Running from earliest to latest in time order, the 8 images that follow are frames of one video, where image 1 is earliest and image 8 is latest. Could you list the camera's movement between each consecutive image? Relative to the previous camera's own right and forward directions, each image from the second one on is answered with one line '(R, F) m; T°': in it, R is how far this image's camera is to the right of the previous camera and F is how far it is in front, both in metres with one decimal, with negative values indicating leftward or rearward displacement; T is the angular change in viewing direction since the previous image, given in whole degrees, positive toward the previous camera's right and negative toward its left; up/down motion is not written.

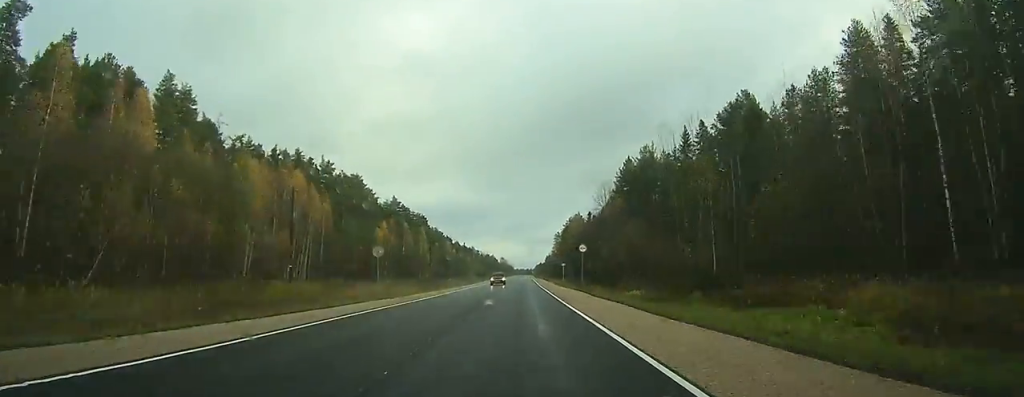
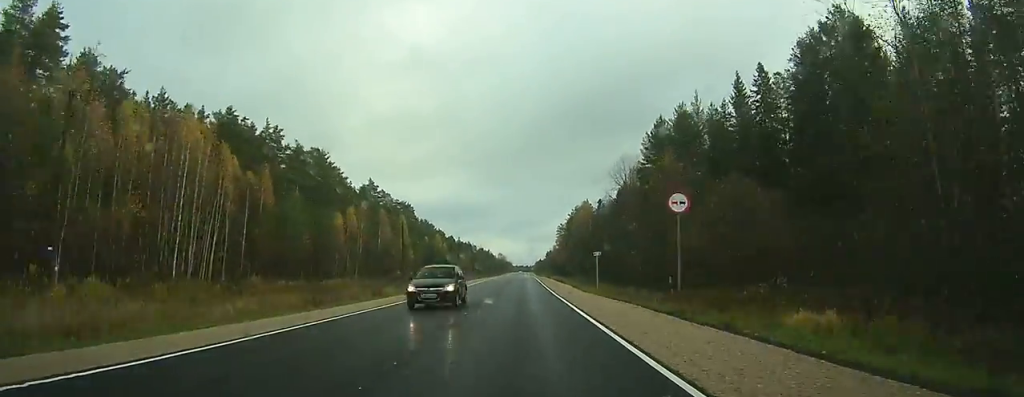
(+0.2, +30.0) m; 0°
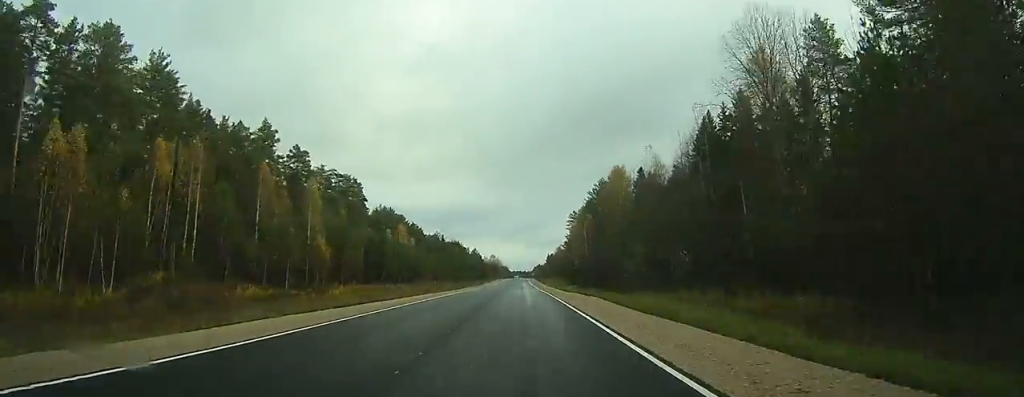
(+0.3, +70.9) m; 0°
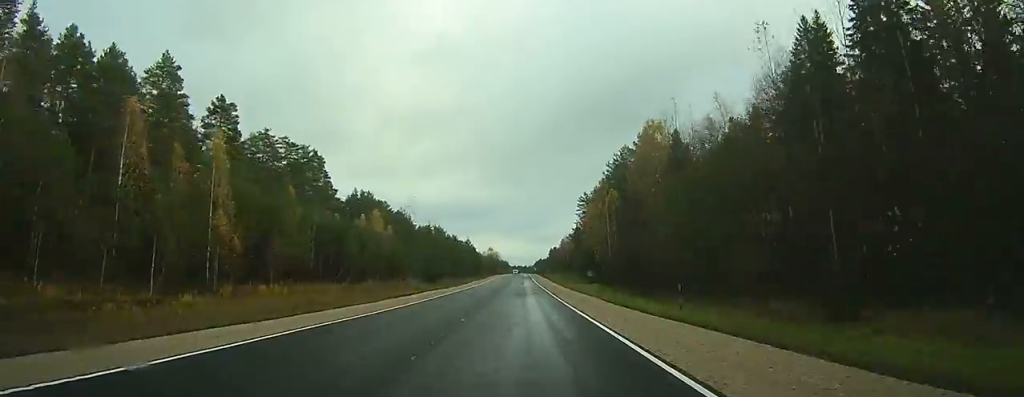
(0.0, +31.6) m; 0°
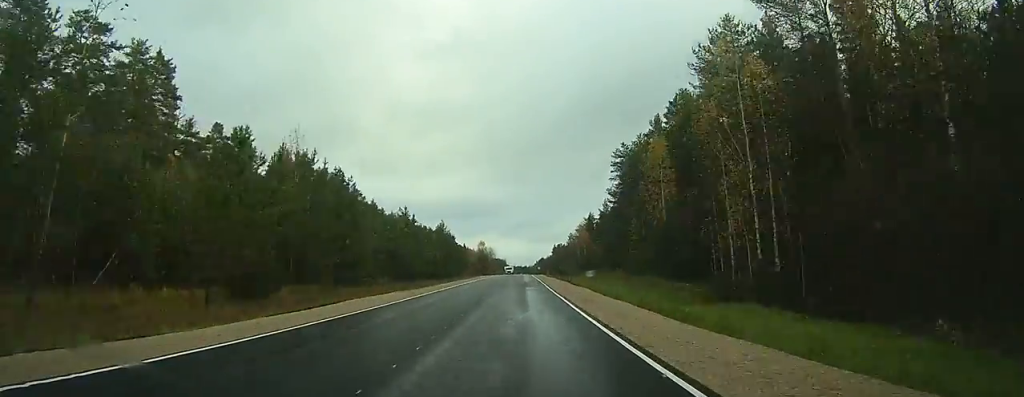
(-0.3, +58.5) m; 0°
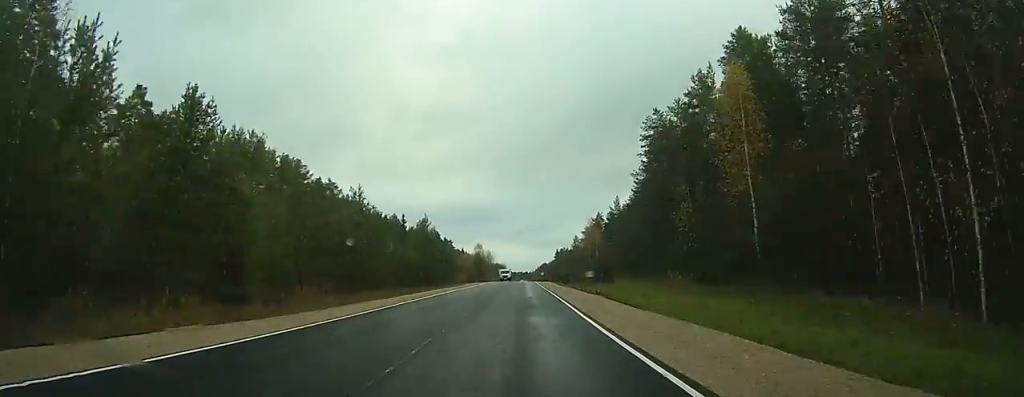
(0.0, +22.2) m; 0°
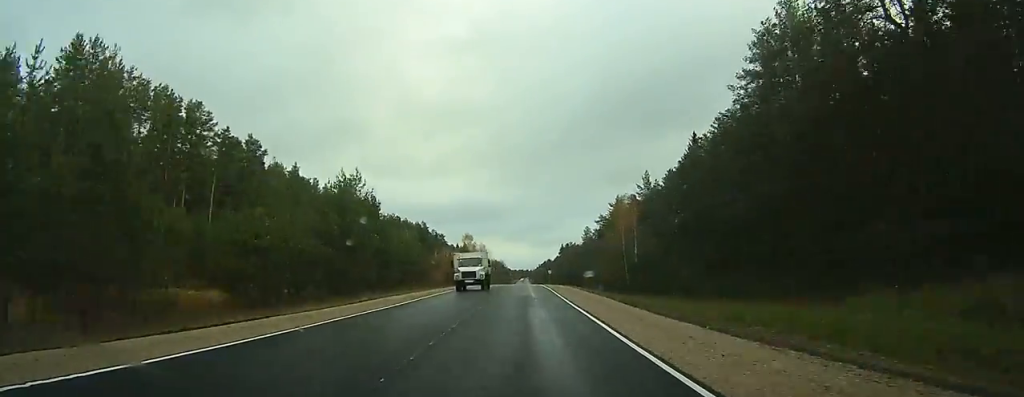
(0.0, +42.8) m; 0°
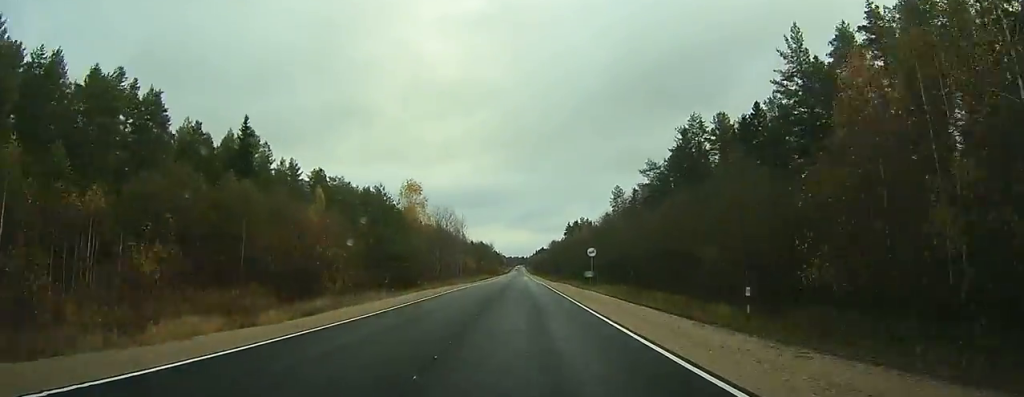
(-0.2, +80.7) m; 0°
